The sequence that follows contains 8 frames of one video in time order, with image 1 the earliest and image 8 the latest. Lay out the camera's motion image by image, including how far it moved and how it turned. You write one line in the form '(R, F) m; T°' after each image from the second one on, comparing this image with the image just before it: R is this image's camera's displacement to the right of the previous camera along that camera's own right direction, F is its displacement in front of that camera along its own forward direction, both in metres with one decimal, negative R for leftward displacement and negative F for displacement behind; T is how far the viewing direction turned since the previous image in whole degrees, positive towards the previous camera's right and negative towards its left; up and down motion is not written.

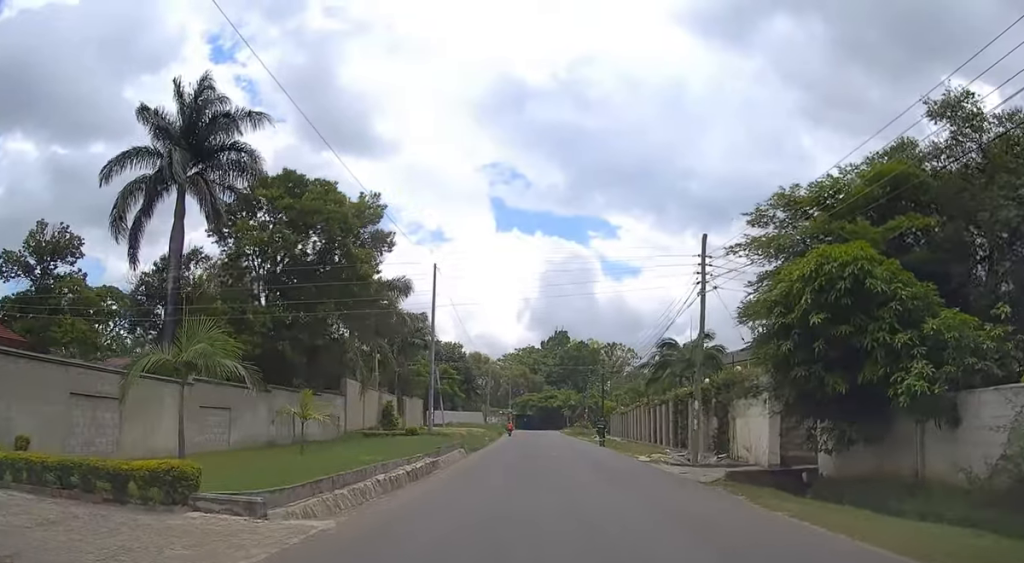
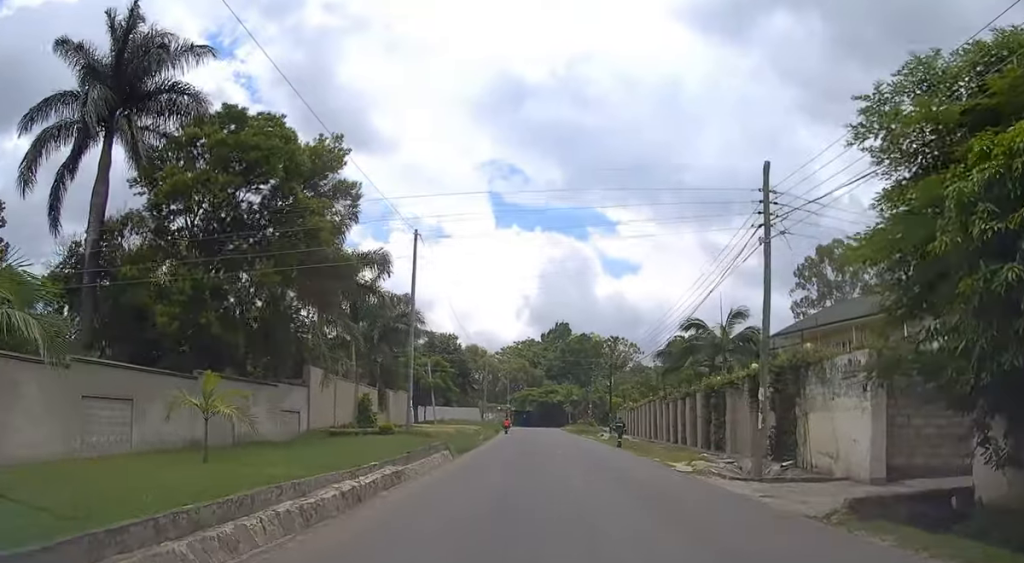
(0.0, +7.2) m; 0°
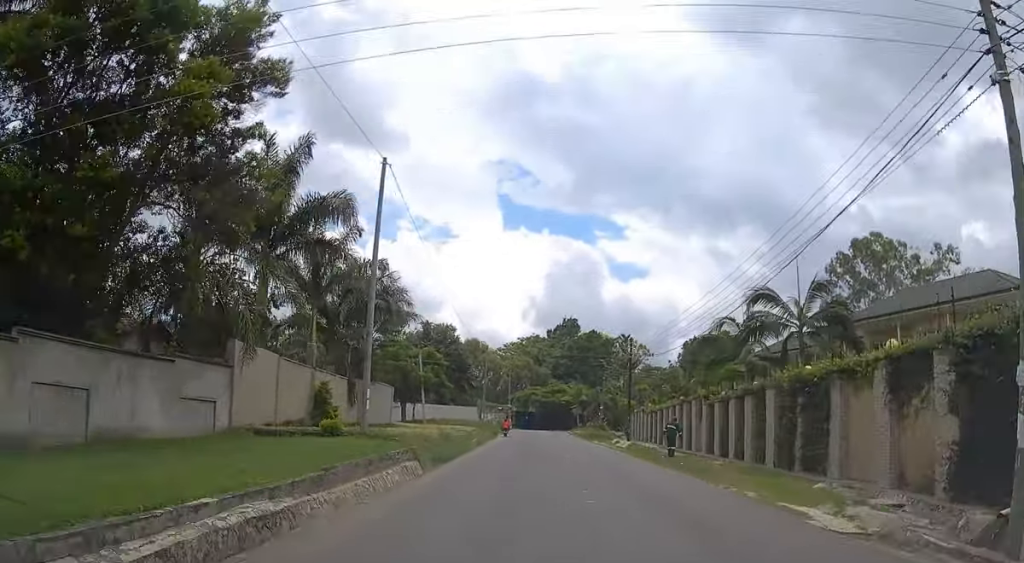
(0.0, +10.1) m; 0°
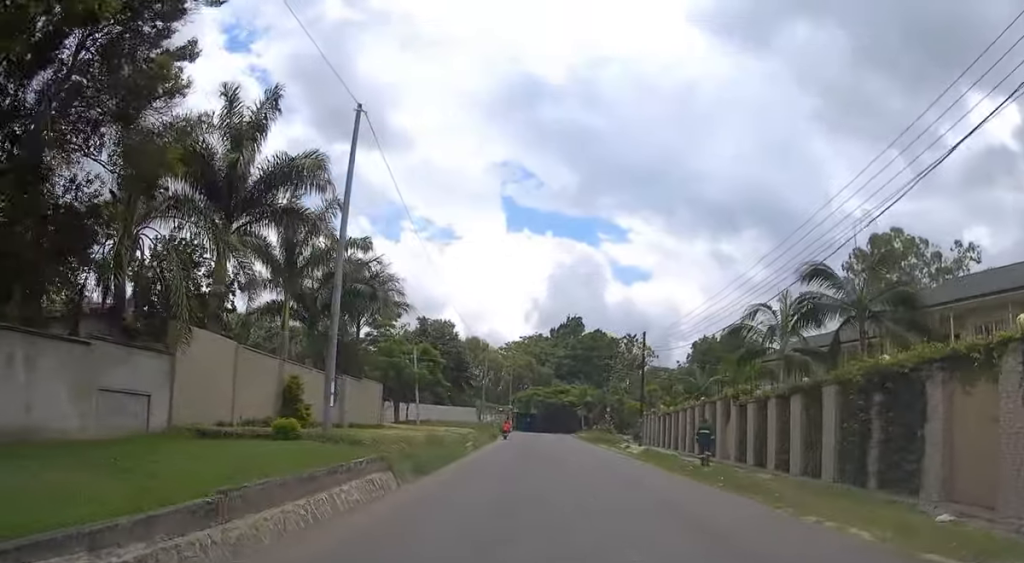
(0.0, +4.9) m; 0°
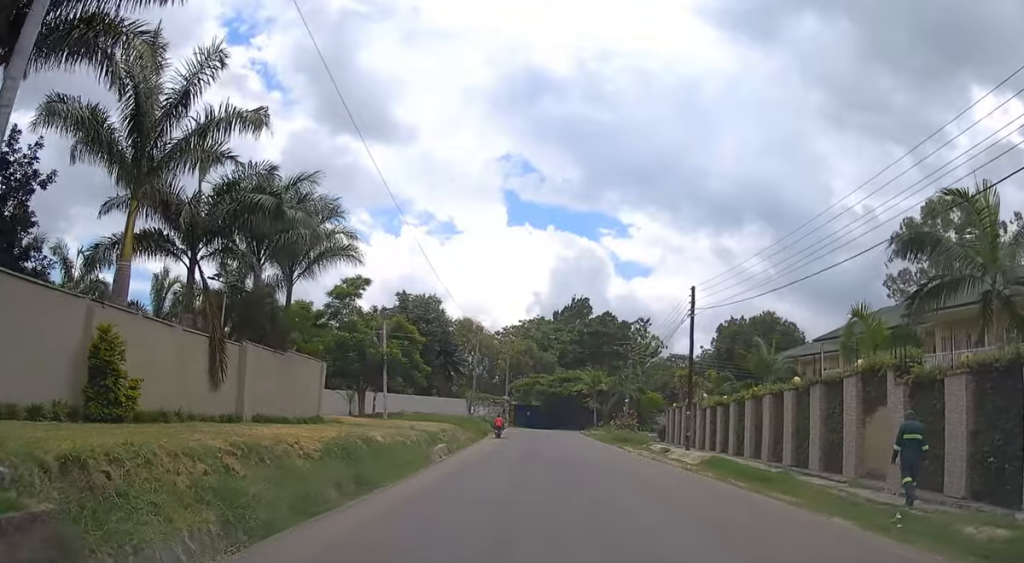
(-0.2, +14.7) m; -1°
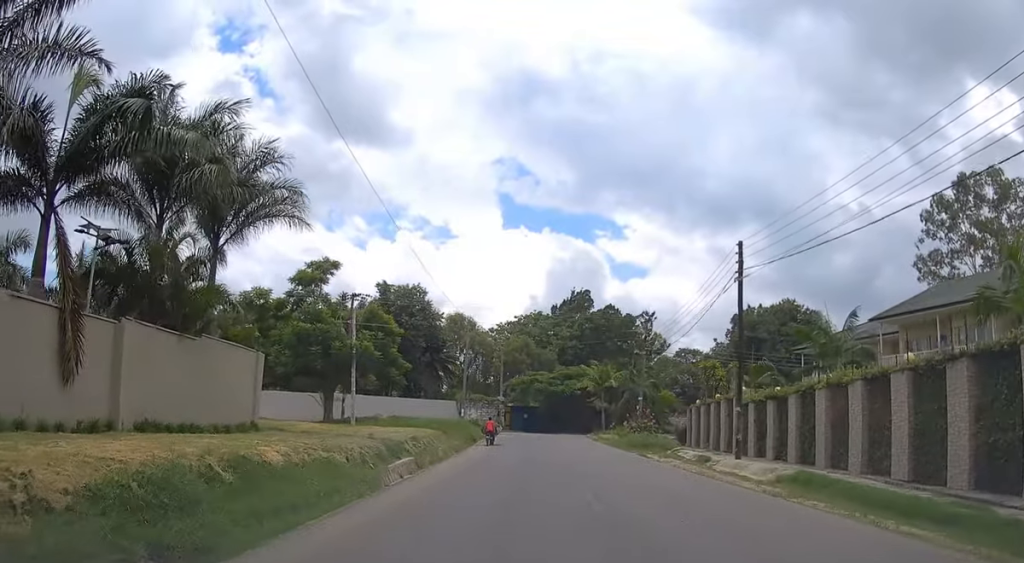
(0.0, +8.6) m; 0°
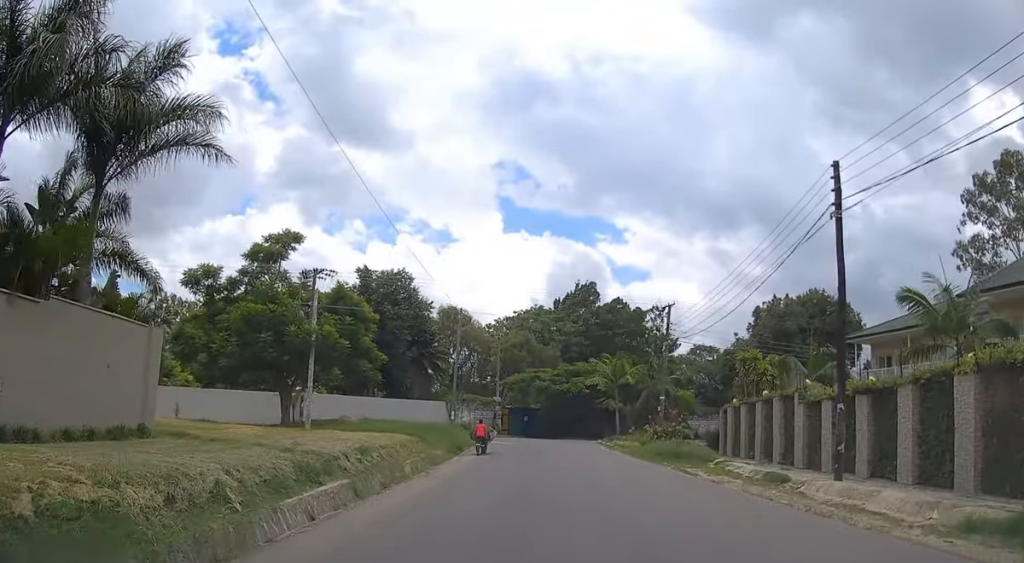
(0.0, +8.7) m; 0°
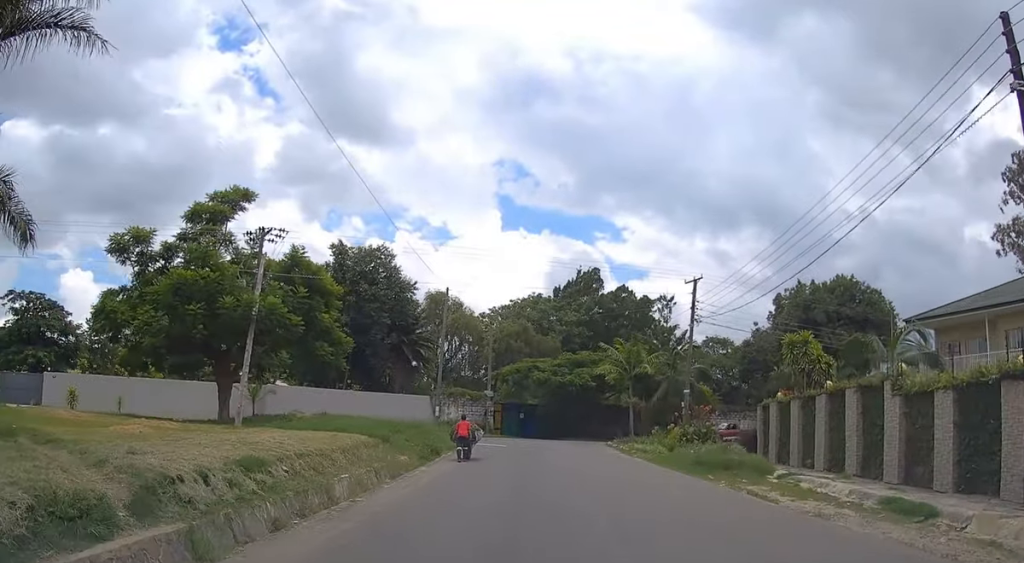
(-0.1, +8.0) m; 0°
